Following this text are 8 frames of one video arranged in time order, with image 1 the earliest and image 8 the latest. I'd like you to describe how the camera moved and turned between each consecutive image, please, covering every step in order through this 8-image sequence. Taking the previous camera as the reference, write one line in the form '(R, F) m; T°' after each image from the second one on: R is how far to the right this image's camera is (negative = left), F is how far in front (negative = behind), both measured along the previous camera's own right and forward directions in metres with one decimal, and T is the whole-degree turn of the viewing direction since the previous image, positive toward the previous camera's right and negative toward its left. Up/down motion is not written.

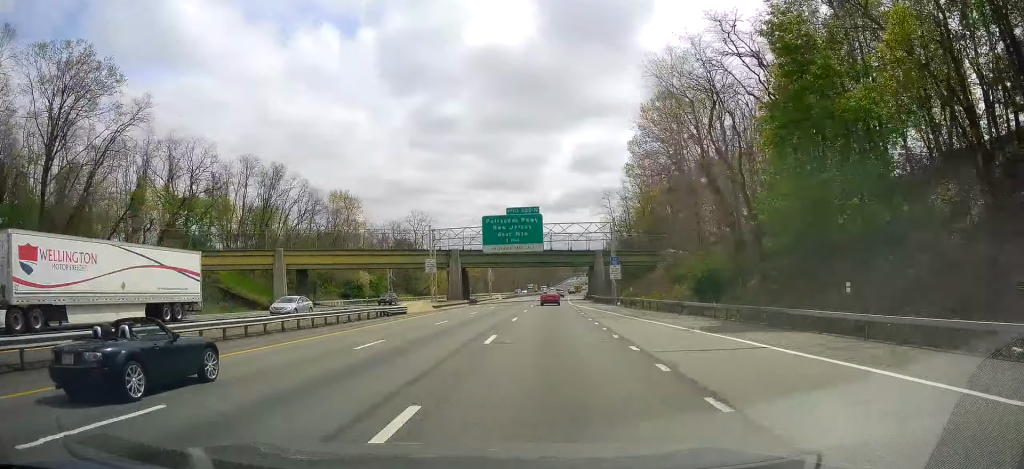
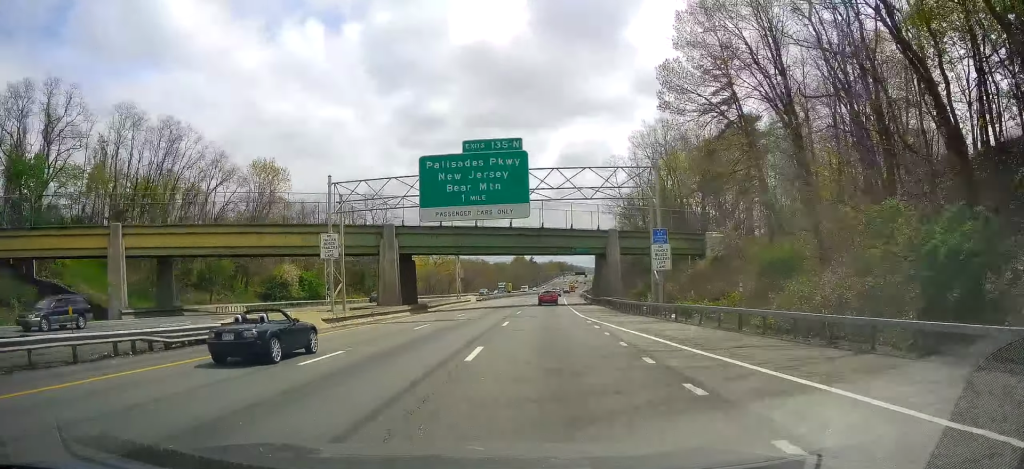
(+0.5, +28.1) m; +1°
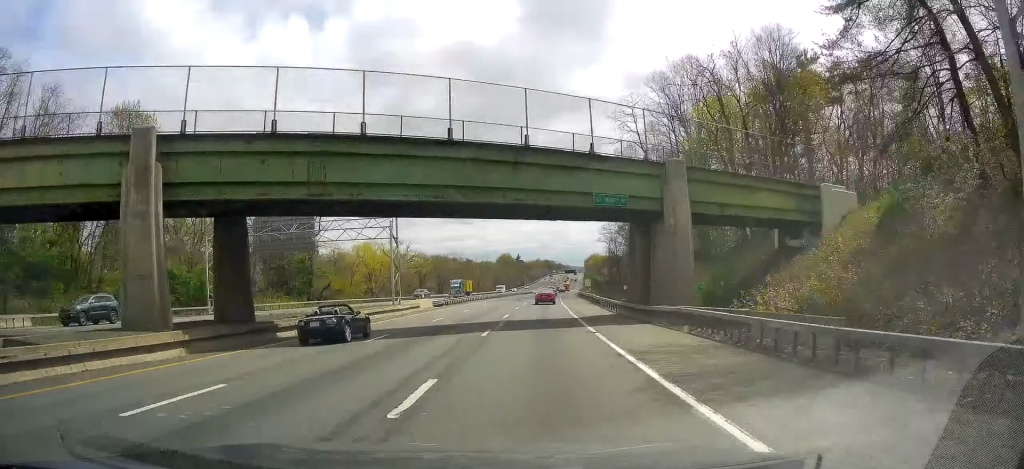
(+0.1, +30.1) m; 0°
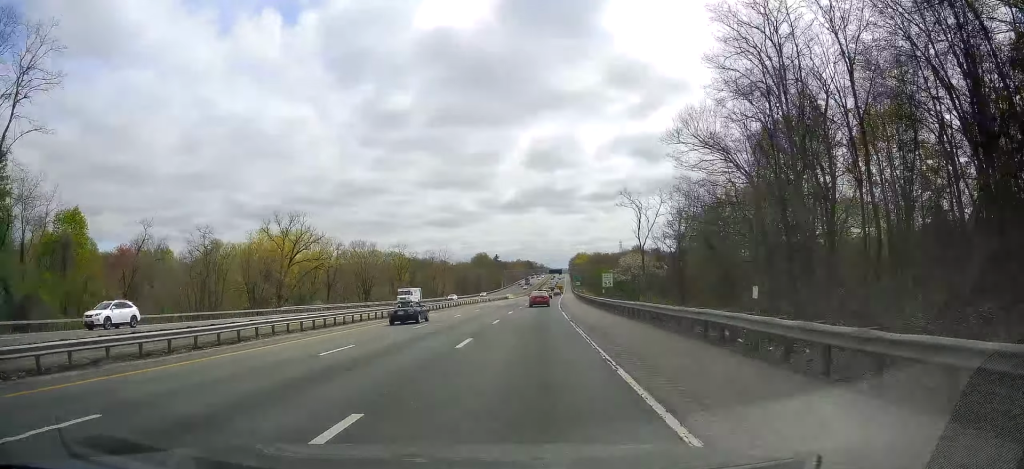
(+1.1, +63.6) m; +2°
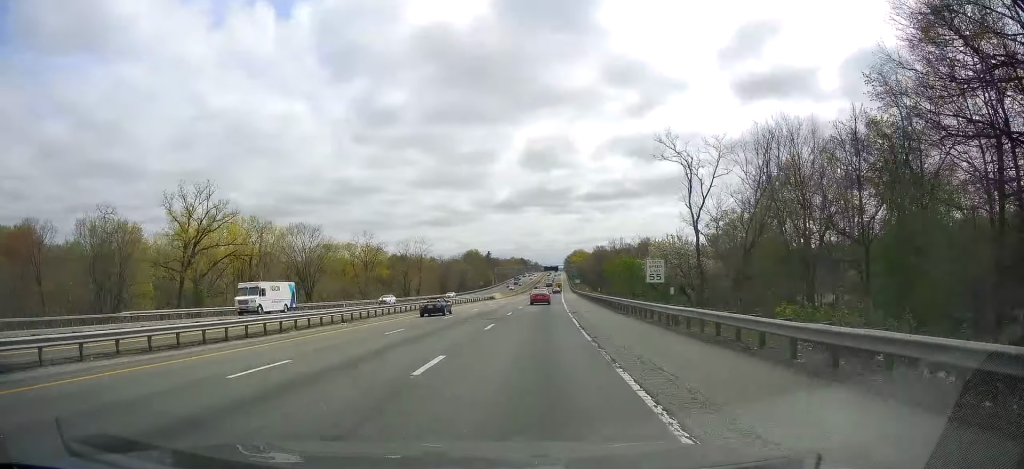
(0.0, +29.0) m; +1°
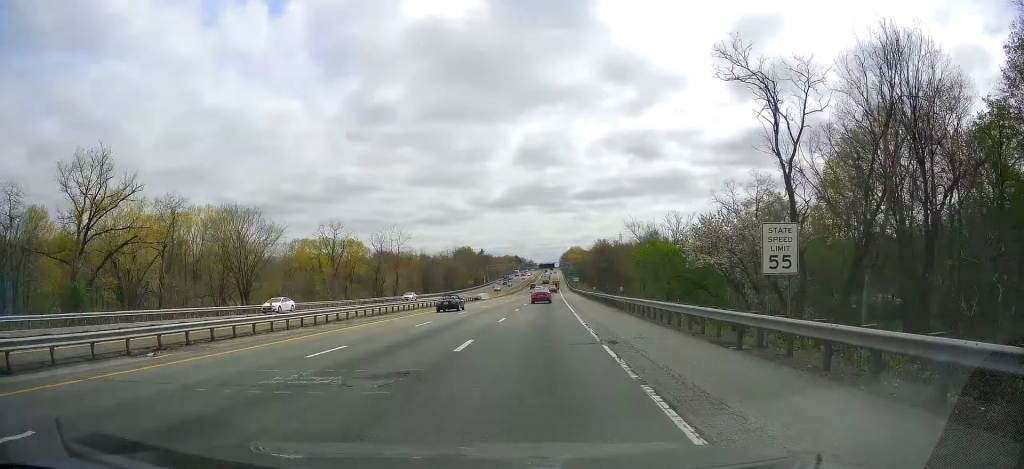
(+0.3, +20.3) m; +1°
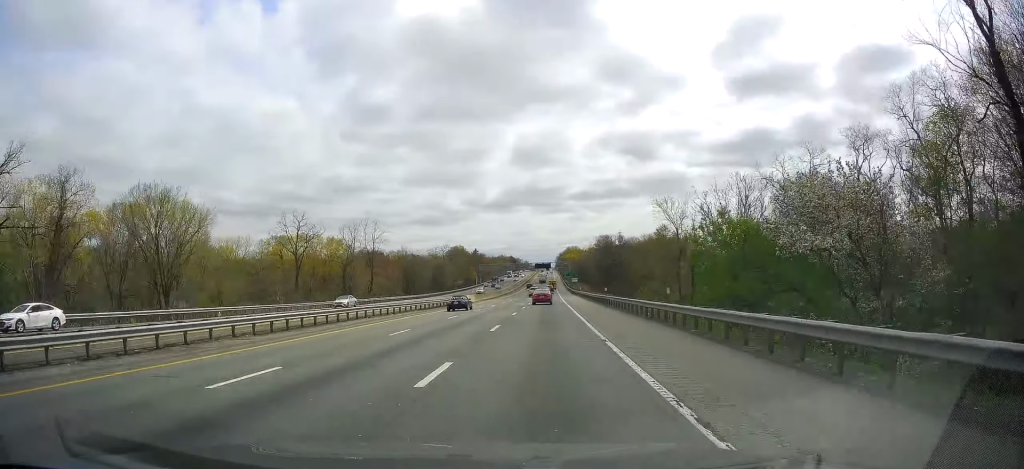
(+0.1, +17.3) m; +1°
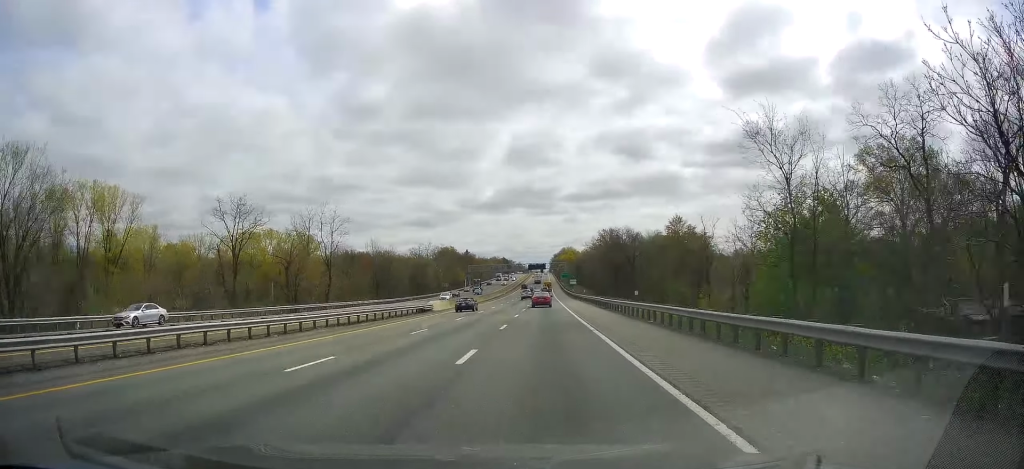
(+0.4, +21.6) m; 0°
